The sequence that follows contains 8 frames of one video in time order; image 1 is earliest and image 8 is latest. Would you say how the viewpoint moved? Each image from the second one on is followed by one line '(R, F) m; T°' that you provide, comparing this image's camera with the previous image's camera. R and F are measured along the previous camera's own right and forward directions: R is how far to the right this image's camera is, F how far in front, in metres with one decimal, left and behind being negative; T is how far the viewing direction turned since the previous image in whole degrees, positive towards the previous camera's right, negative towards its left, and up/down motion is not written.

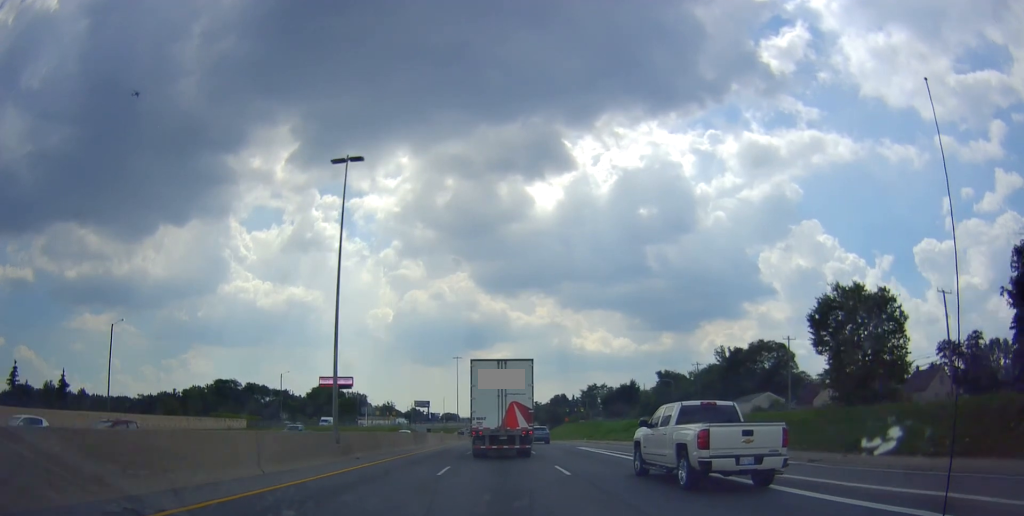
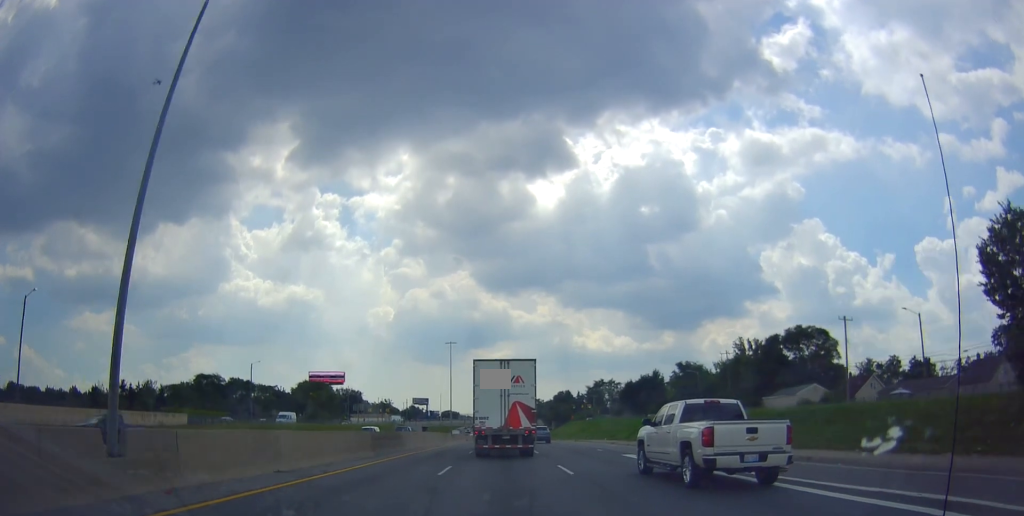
(0.0, +15.8) m; 0°
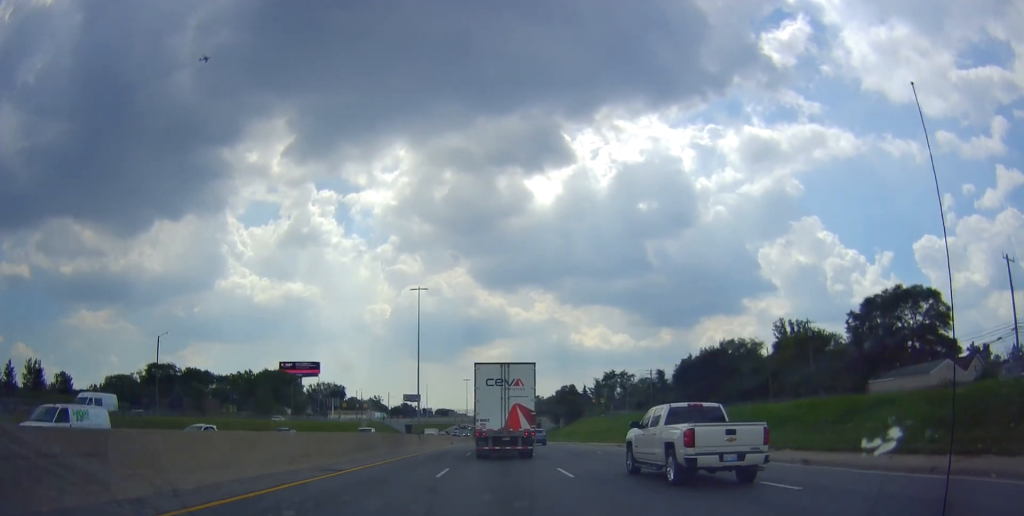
(0.0, +31.3) m; 0°
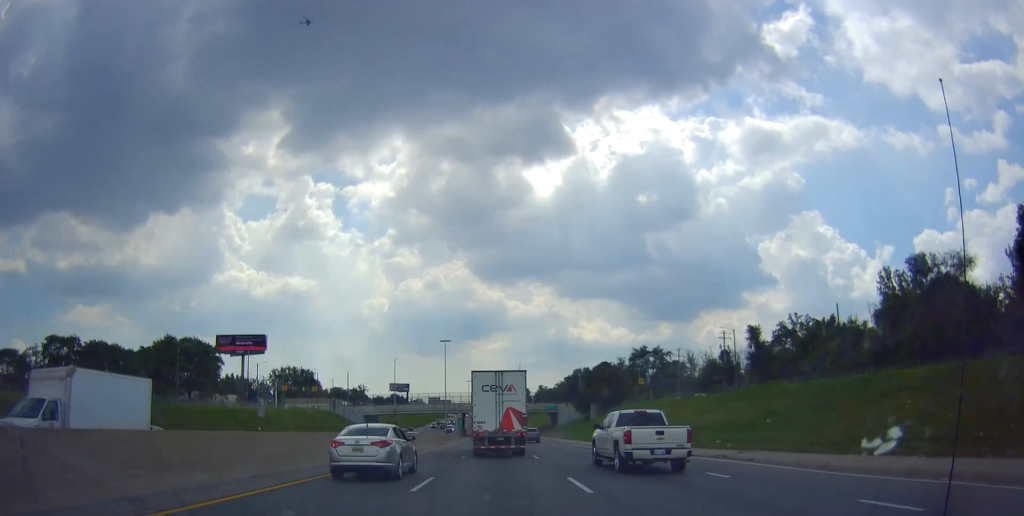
(0.0, +50.9) m; 0°
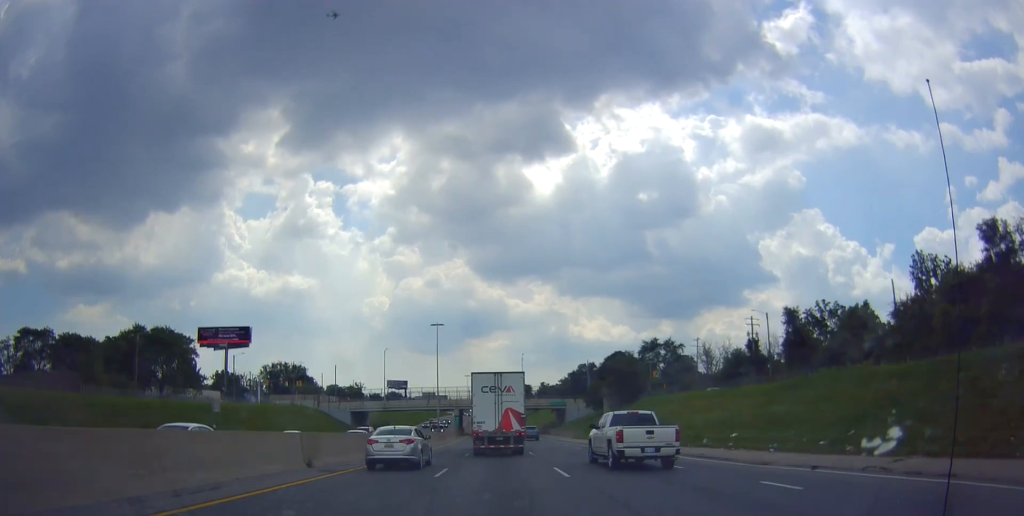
(0.0, +11.4) m; 0°
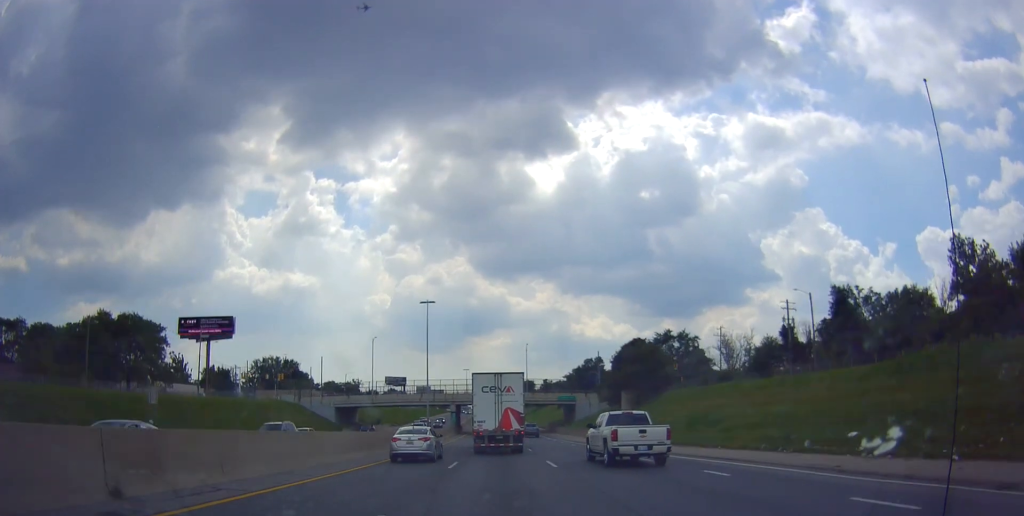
(0.0, +11.4) m; 0°
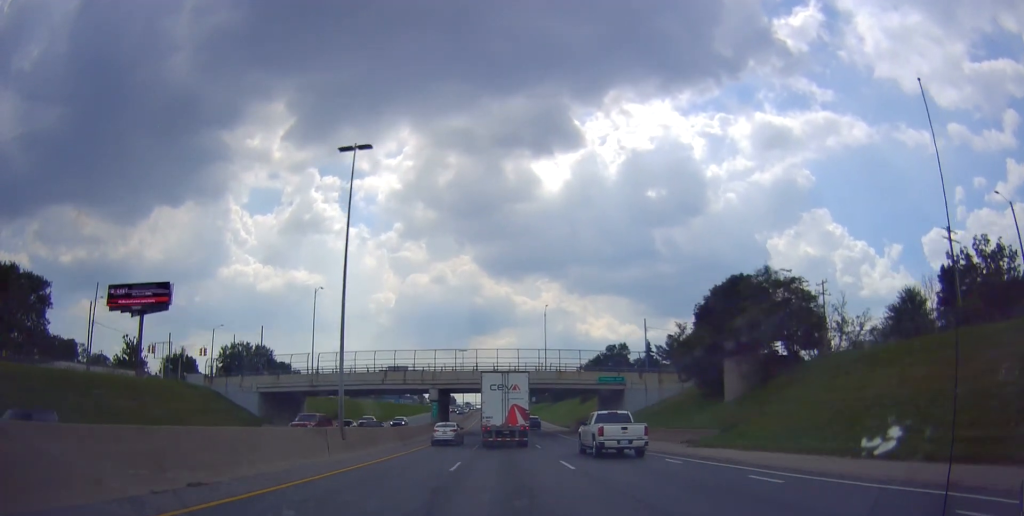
(+0.4, +33.1) m; 0°
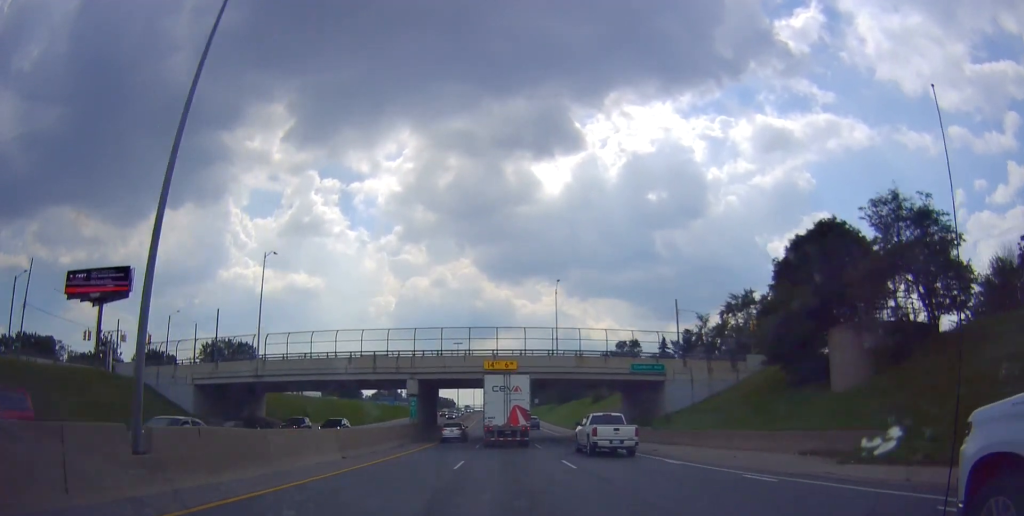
(0.0, +14.5) m; -1°
